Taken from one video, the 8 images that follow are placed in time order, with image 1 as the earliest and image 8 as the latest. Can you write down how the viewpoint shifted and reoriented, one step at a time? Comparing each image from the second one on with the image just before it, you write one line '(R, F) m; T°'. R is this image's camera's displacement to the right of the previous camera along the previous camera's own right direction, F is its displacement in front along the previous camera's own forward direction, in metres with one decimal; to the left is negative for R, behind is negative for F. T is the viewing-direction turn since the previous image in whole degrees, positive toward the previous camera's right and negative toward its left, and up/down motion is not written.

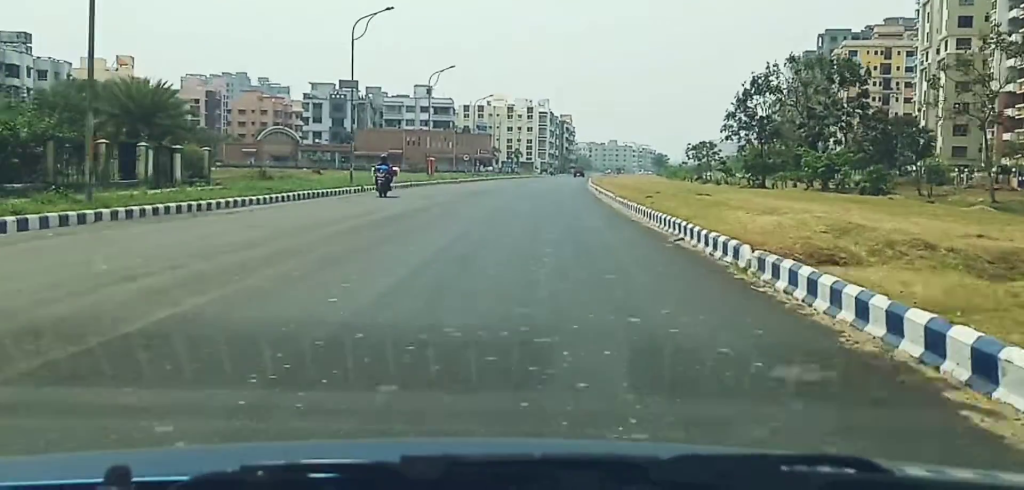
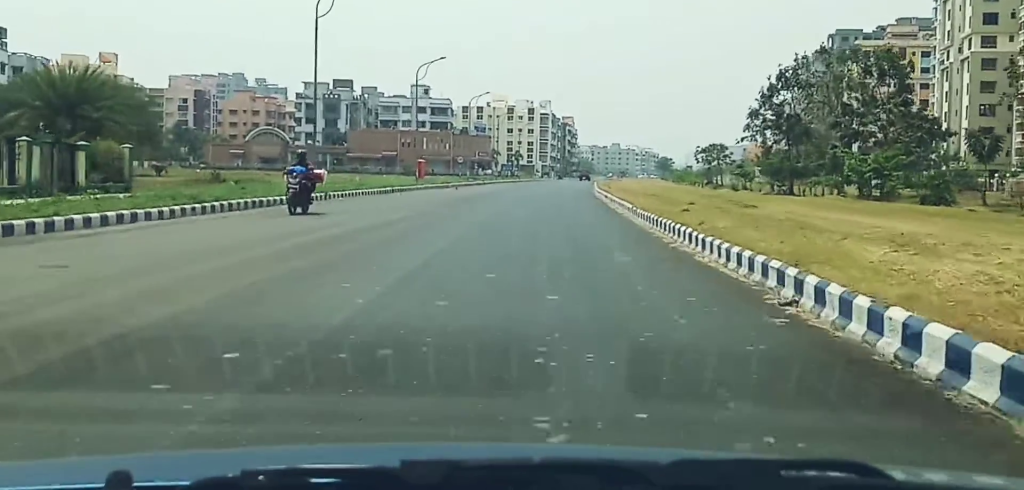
(0.0, +6.4) m; +1°
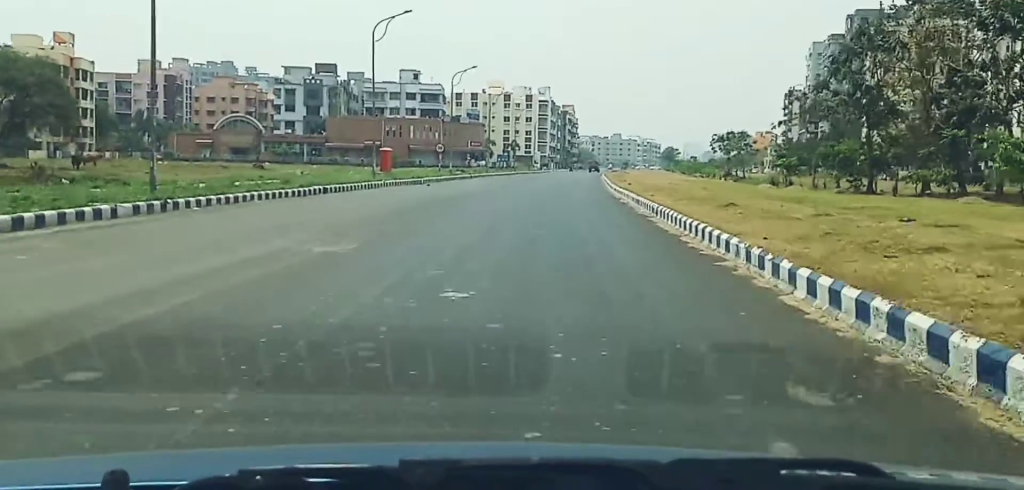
(+0.2, +14.6) m; +1°
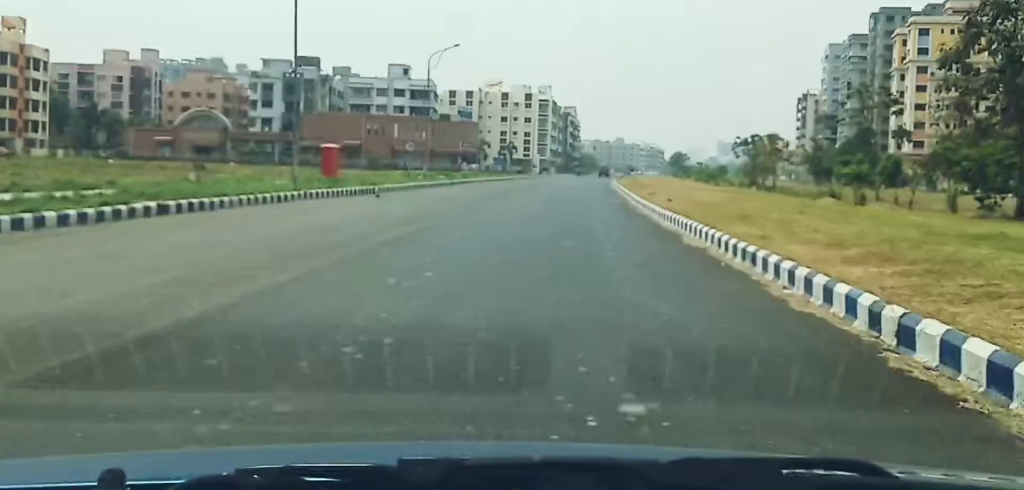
(+0.1, +14.5) m; +1°
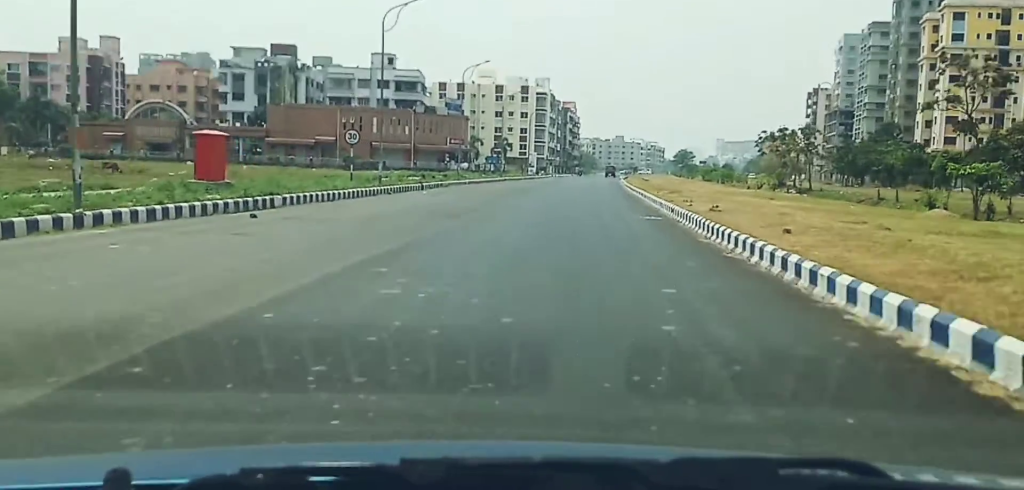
(+0.2, +15.7) m; +1°
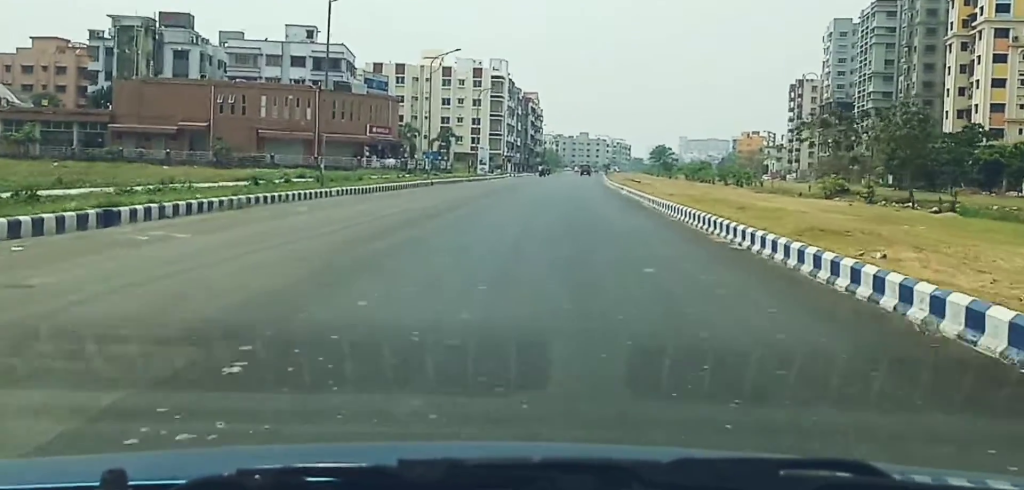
(0.0, +31.5) m; 0°
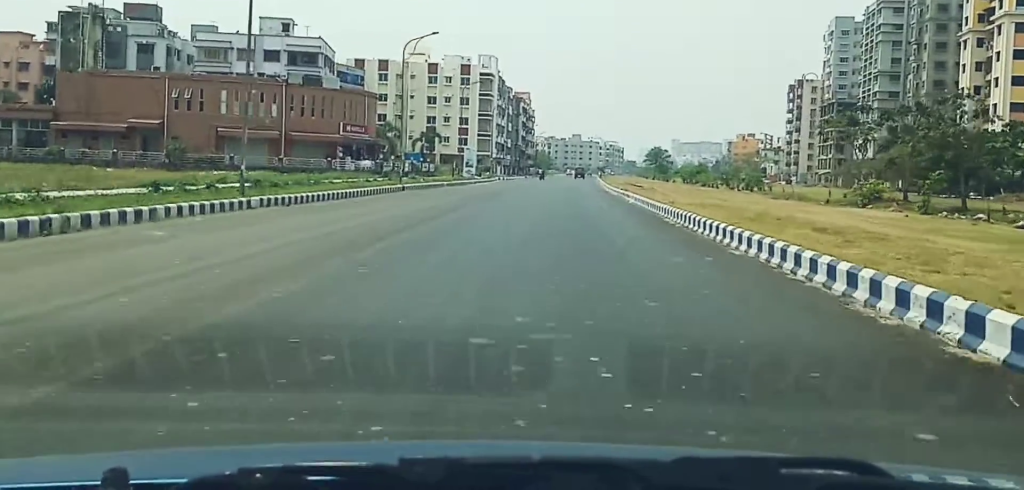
(0.0, +8.1) m; 0°
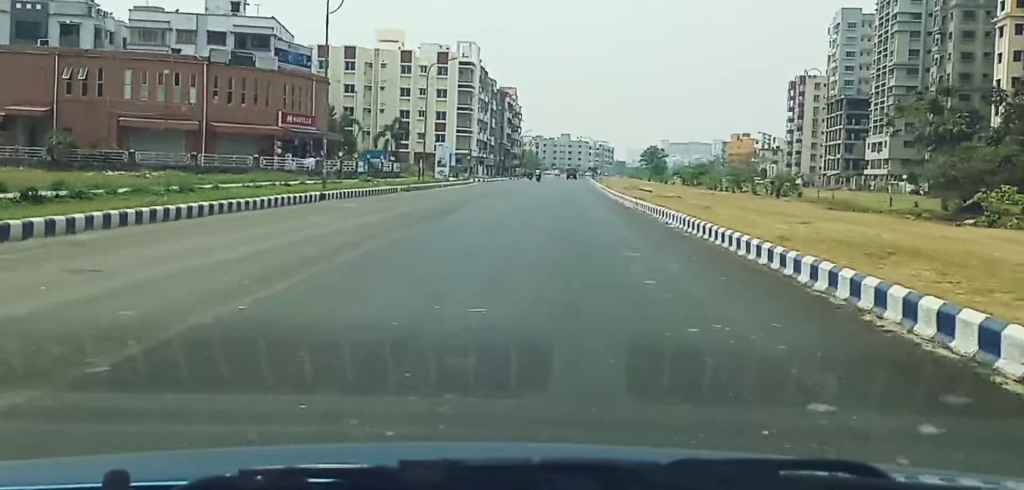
(0.0, +14.4) m; 0°
